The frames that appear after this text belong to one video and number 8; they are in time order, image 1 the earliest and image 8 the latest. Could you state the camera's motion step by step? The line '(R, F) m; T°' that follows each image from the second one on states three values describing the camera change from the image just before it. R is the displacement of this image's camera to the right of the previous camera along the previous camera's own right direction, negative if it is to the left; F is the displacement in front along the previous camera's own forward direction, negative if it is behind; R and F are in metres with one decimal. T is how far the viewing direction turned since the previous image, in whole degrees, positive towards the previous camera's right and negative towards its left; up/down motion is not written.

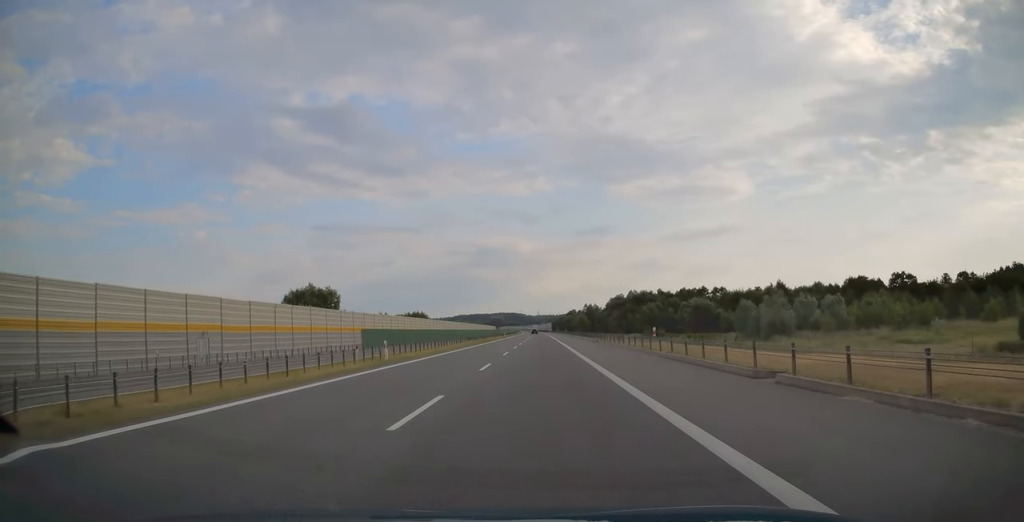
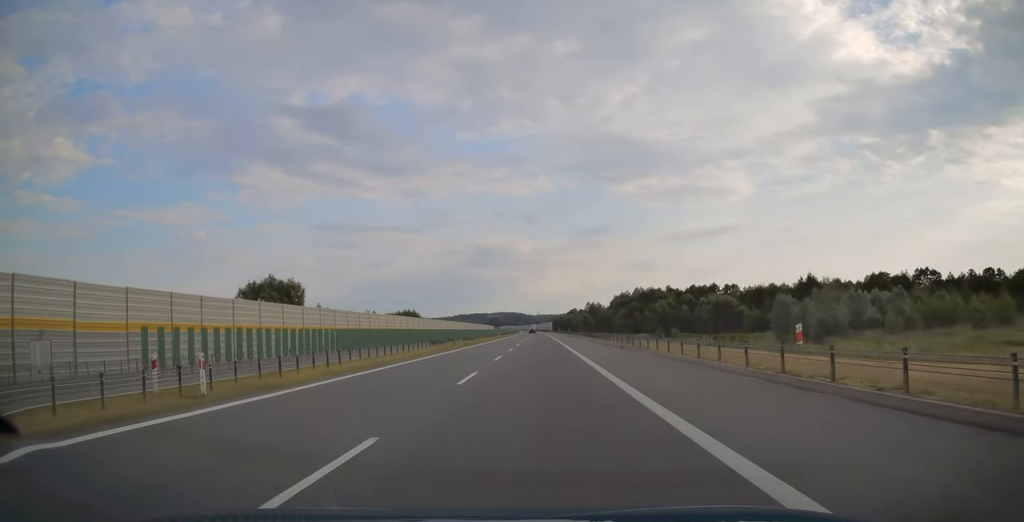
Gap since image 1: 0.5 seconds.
(0.0, +16.9) m; 0°
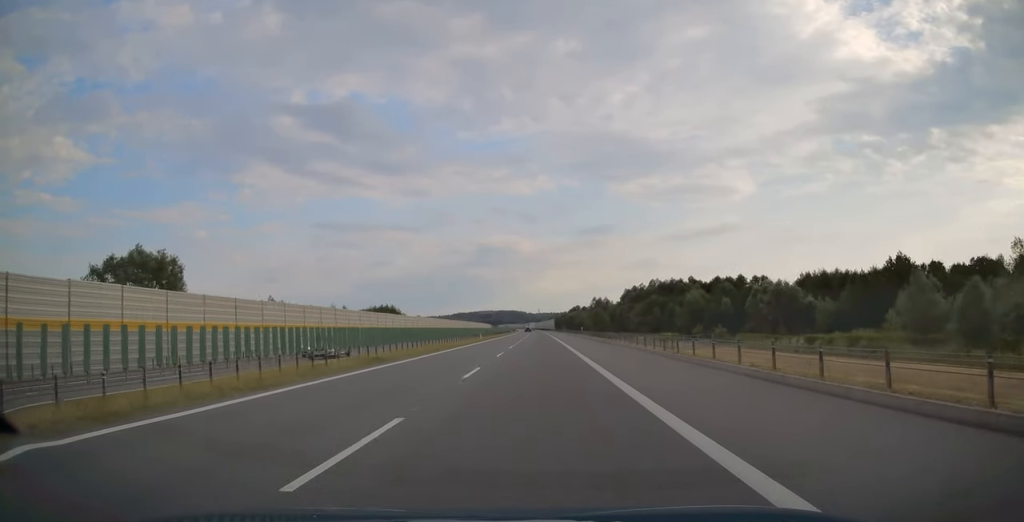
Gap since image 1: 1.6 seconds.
(+0.1, +34.3) m; 0°
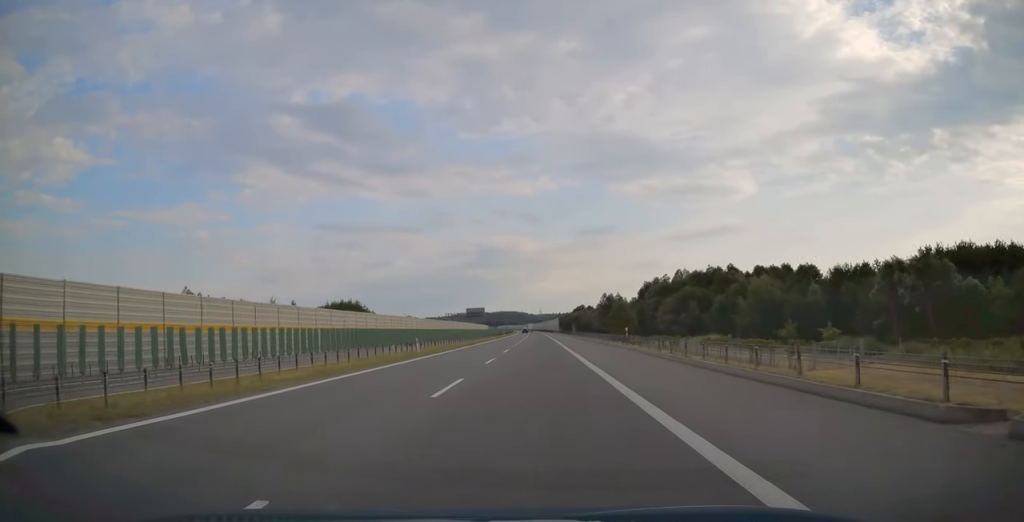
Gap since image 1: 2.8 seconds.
(-0.2, +40.4) m; 0°
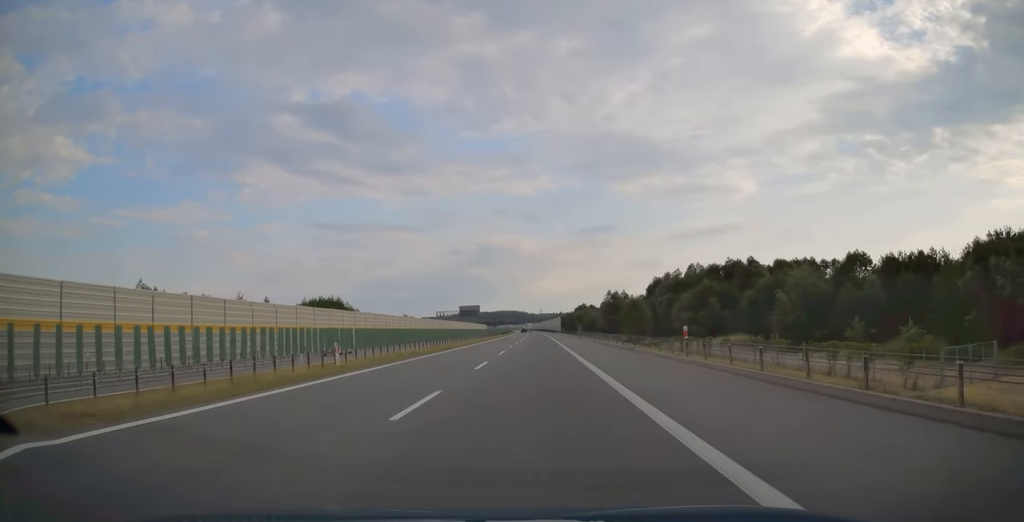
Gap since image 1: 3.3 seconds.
(0.0, +15.3) m; 0°
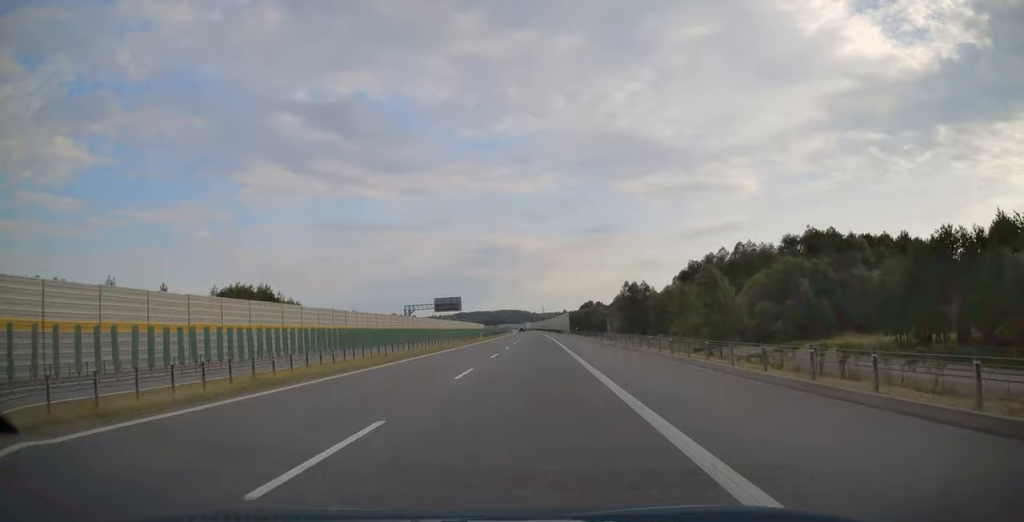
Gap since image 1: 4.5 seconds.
(-0.1, +40.4) m; -1°
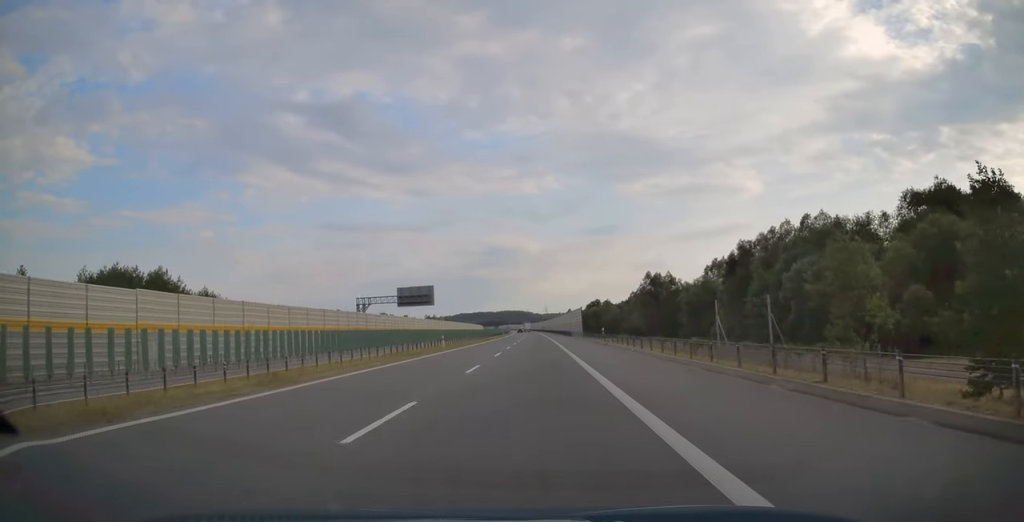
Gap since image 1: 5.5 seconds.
(-0.1, +33.4) m; 0°
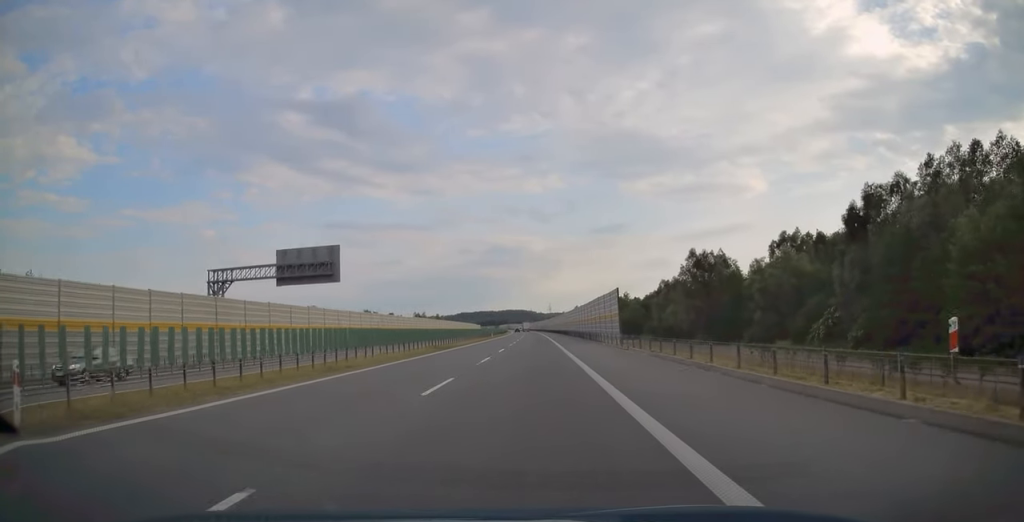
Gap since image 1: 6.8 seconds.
(0.0, +42.6) m; 0°
